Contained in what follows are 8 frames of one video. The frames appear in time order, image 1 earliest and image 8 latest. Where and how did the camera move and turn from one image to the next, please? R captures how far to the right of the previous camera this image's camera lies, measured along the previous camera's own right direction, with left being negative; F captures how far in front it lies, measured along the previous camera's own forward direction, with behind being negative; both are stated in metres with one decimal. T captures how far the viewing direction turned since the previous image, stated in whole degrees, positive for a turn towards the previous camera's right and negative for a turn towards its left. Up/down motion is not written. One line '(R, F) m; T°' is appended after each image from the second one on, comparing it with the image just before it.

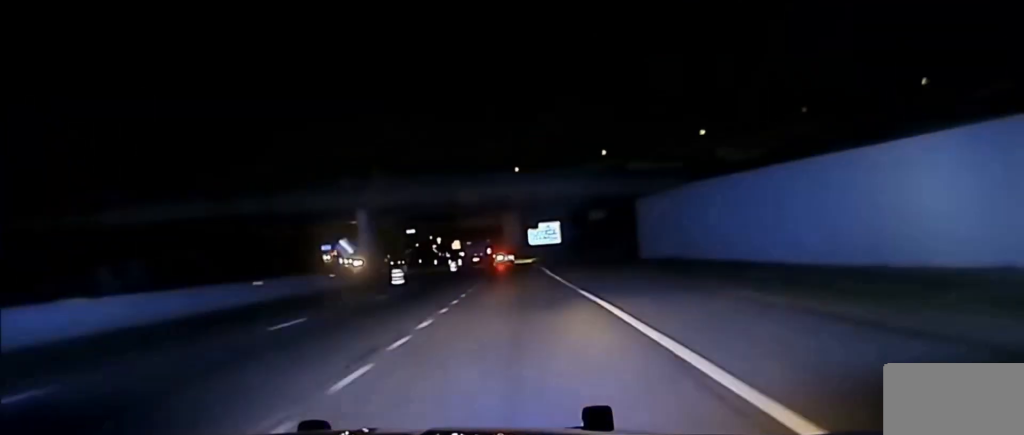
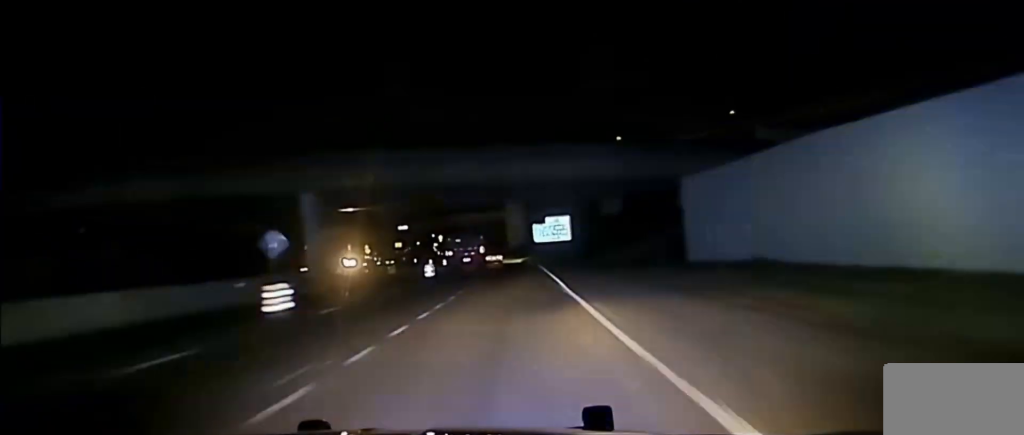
(0.0, +20.0) m; 0°
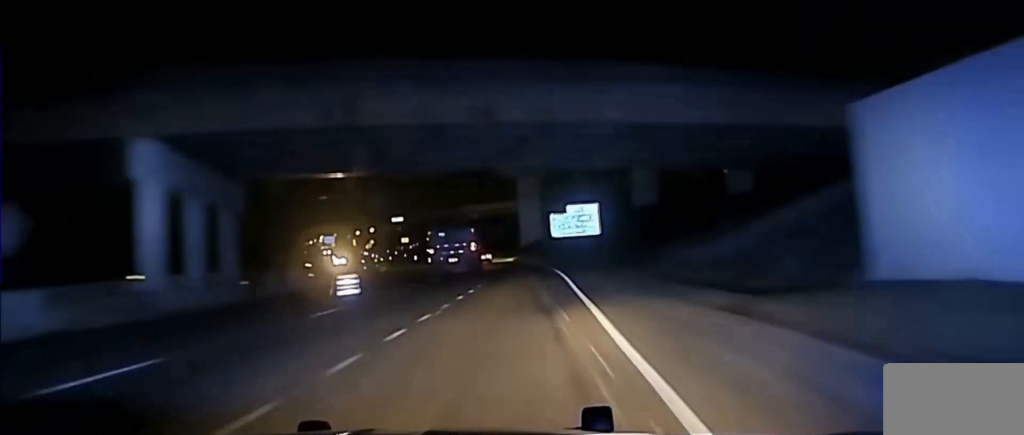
(+0.1, +24.9) m; -1°
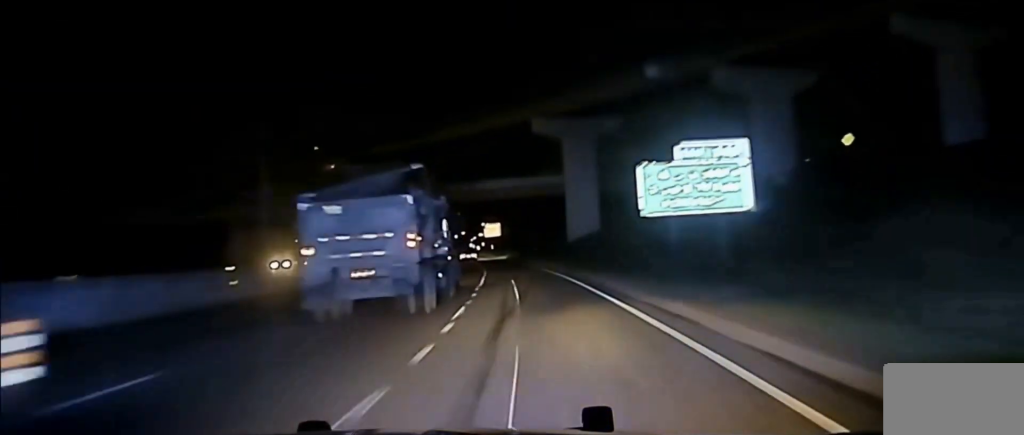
(-0.6, +51.1) m; -3°
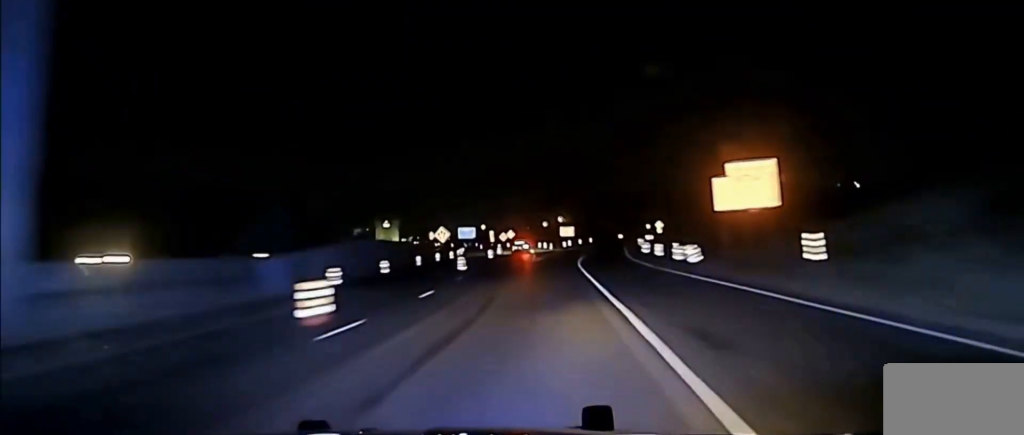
(-11.3, +119.8) m; -10°
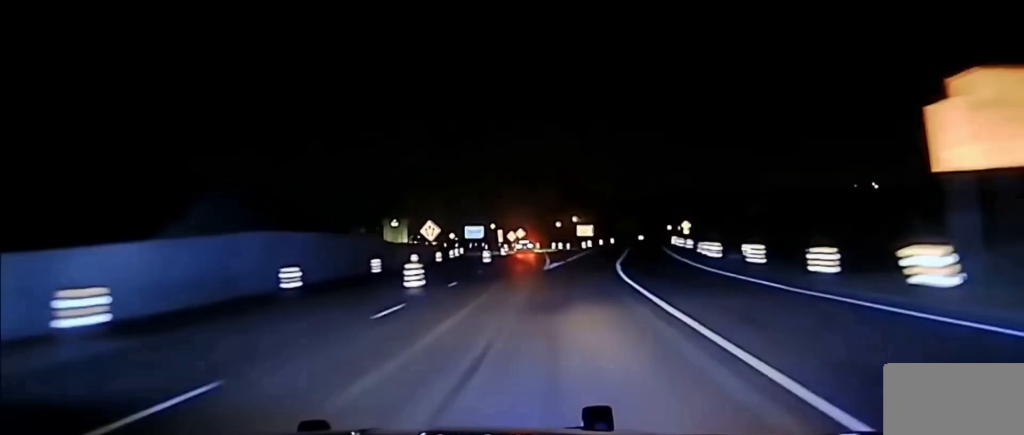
(-0.6, +22.9) m; -1°
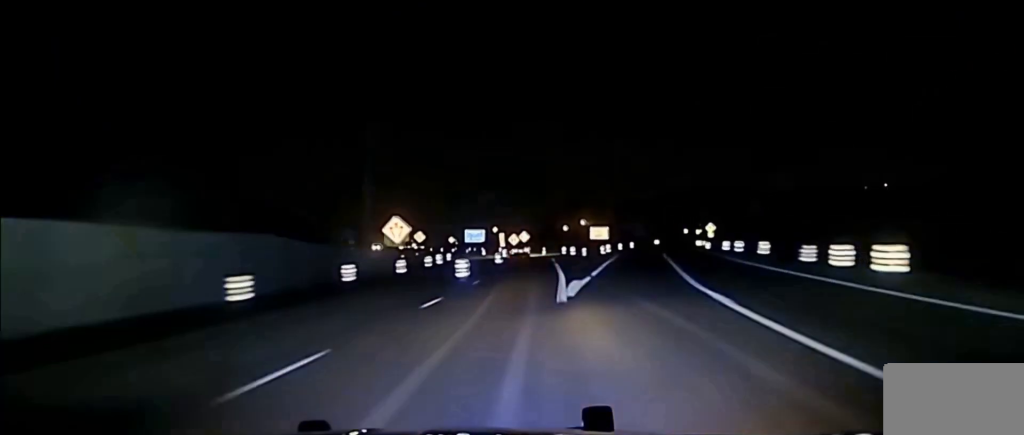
(-0.2, +21.6) m; -1°
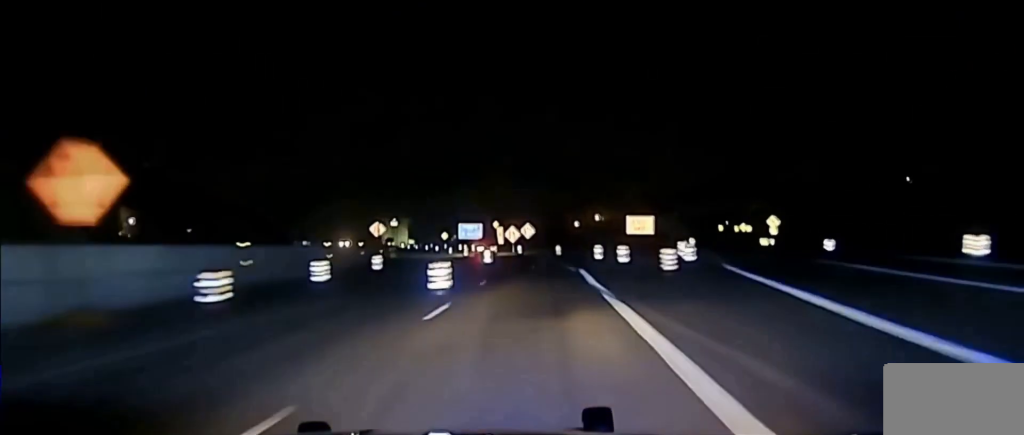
(-0.2, +39.7) m; -1°
